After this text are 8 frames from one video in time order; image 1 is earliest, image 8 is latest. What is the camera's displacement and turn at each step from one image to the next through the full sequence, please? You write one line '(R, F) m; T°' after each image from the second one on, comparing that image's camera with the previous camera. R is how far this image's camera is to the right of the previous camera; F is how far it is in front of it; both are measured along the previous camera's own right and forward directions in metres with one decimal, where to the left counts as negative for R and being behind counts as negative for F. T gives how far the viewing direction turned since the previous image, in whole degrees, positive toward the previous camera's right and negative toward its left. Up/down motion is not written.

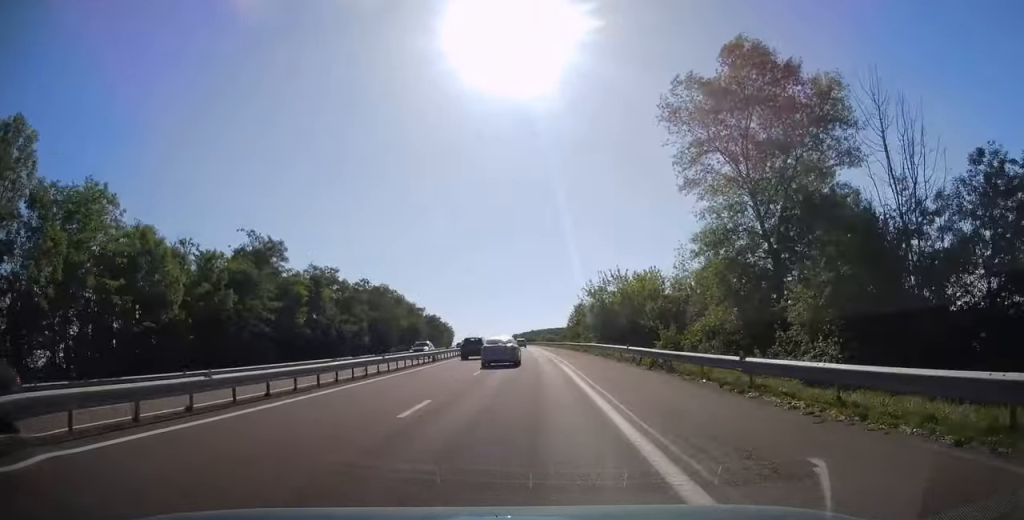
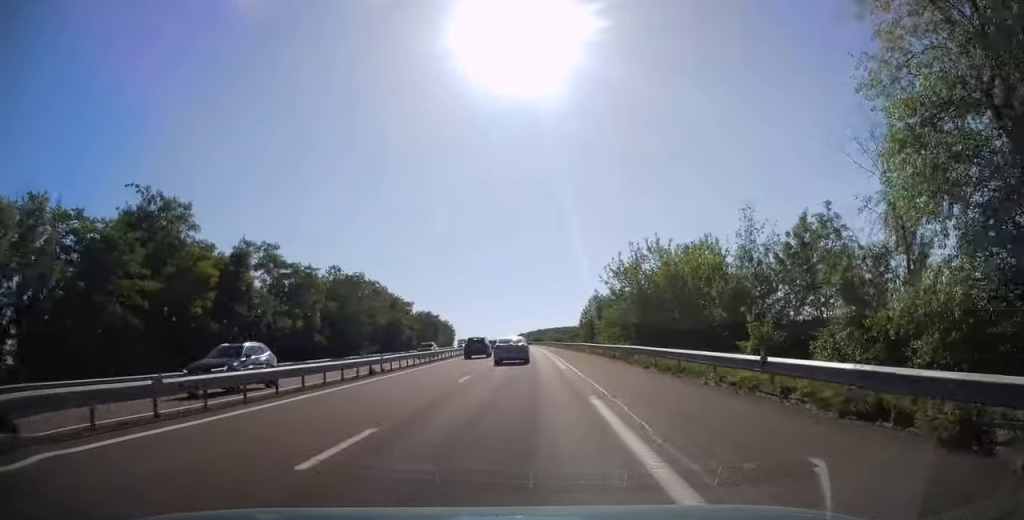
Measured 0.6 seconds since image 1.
(-0.1, +17.4) m; 0°
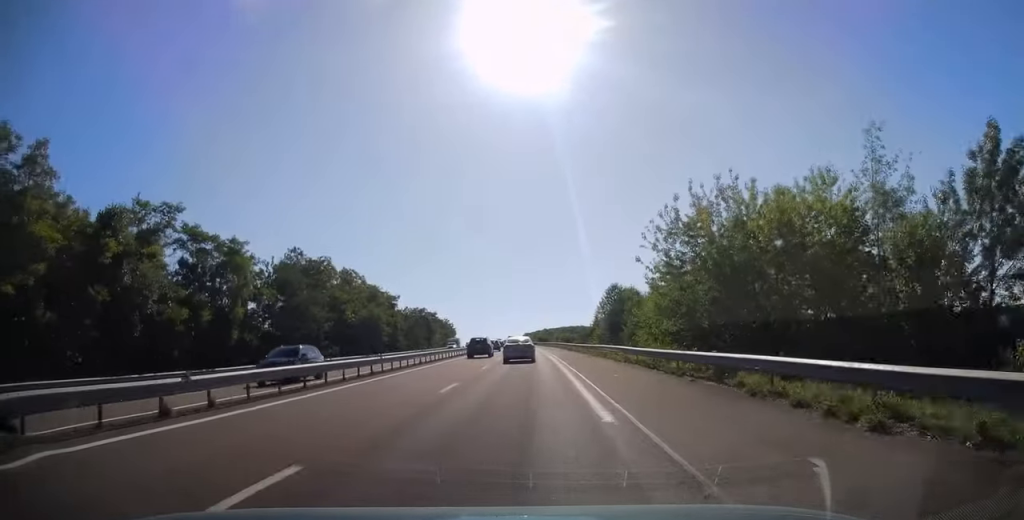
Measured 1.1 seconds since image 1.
(0.0, +15.9) m; 0°
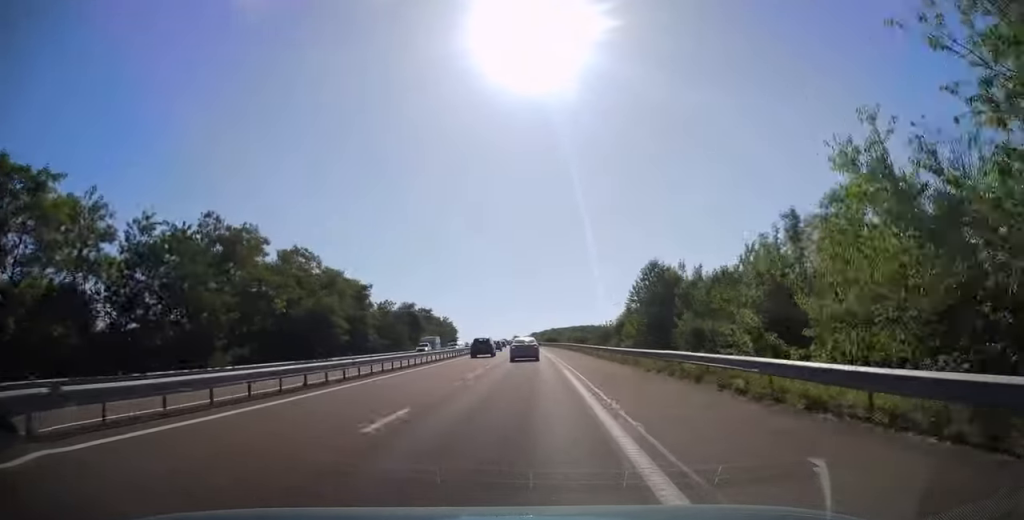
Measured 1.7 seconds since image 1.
(0.0, +20.0) m; -1°
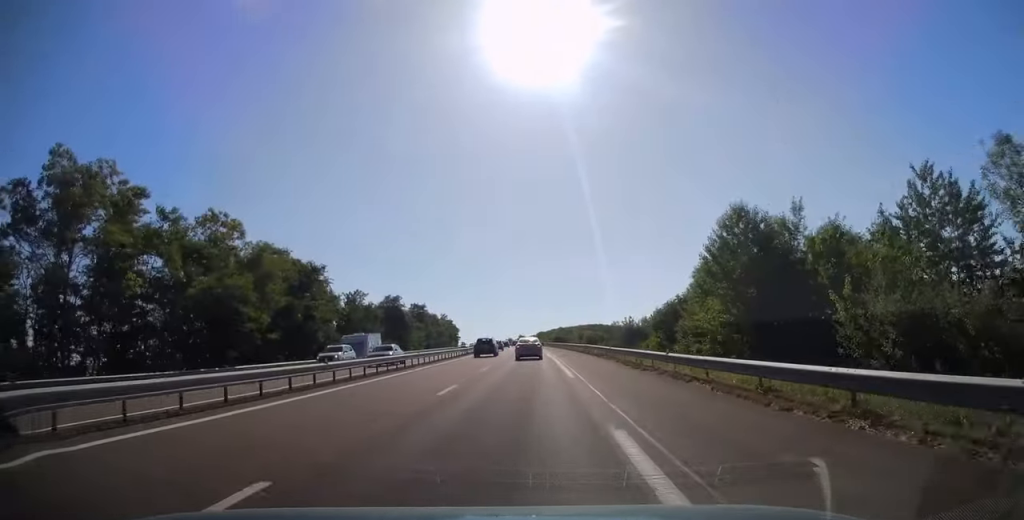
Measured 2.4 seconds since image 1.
(-0.2, +19.5) m; -1°
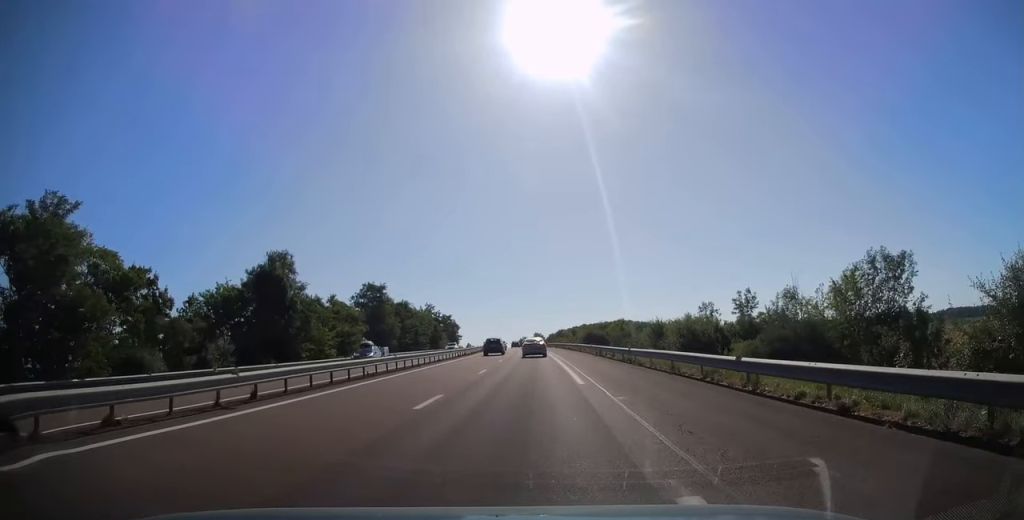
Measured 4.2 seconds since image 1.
(-0.9, +54.9) m; -1°
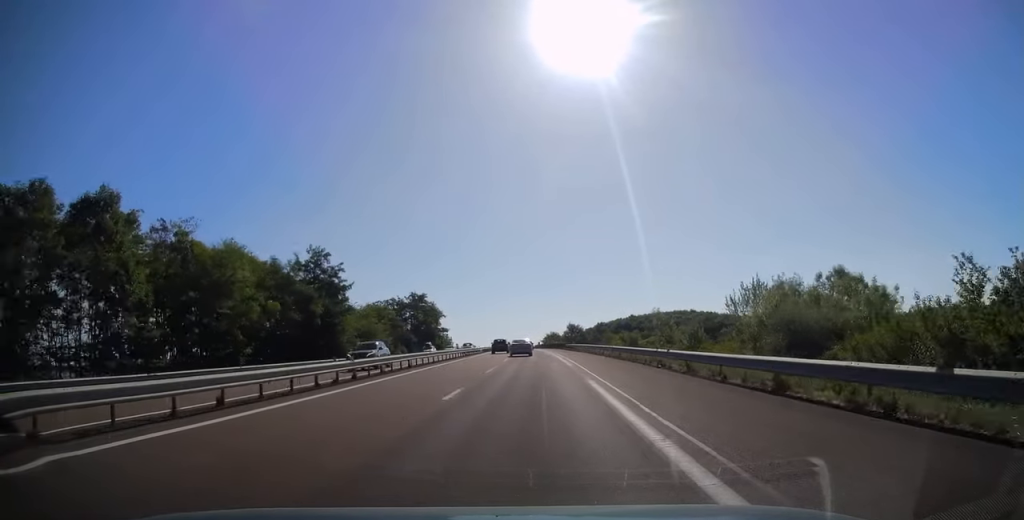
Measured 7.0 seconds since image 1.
(-2.7, +88.6) m; -3°
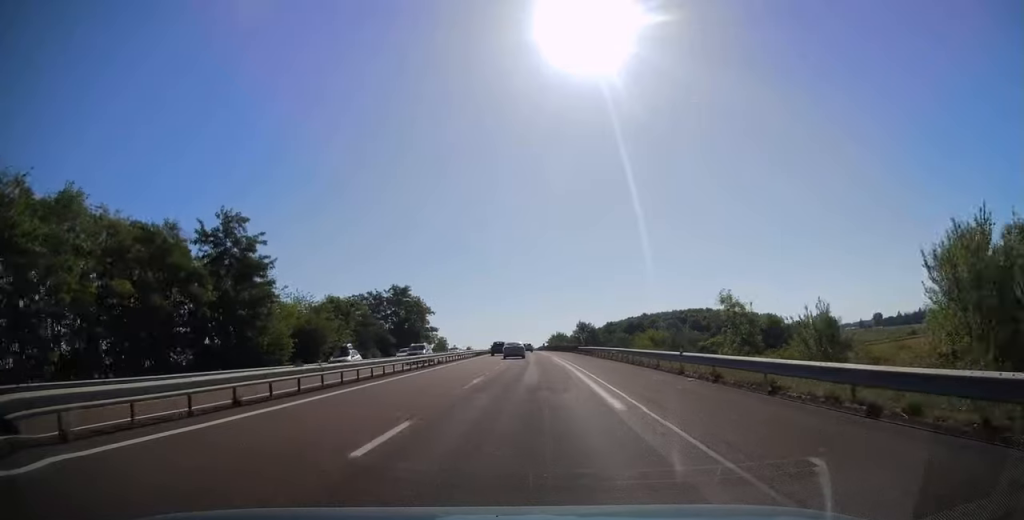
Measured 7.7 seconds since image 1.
(0.0, +19.5) m; 0°
